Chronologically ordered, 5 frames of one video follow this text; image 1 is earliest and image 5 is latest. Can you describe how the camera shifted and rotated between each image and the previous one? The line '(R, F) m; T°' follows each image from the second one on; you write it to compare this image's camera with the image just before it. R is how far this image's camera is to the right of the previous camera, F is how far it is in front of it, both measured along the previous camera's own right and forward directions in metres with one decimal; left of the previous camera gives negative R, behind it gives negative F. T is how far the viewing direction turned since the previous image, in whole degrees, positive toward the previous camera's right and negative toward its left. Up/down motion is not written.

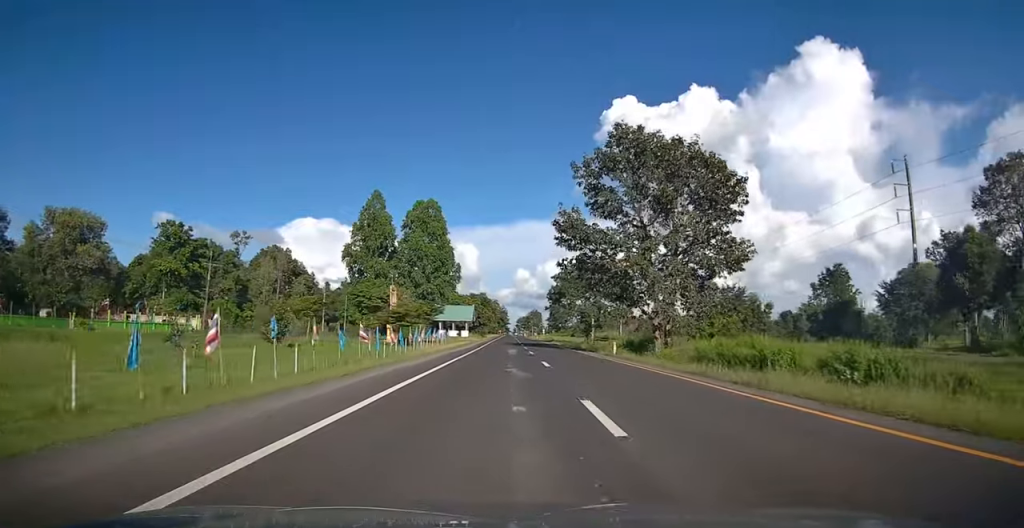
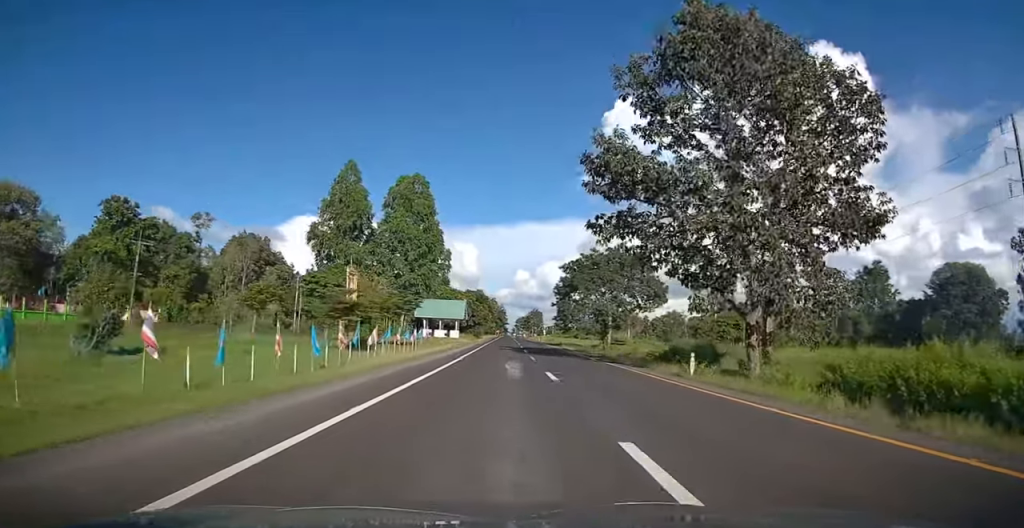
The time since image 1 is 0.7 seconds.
(+0.1, +15.3) m; 0°
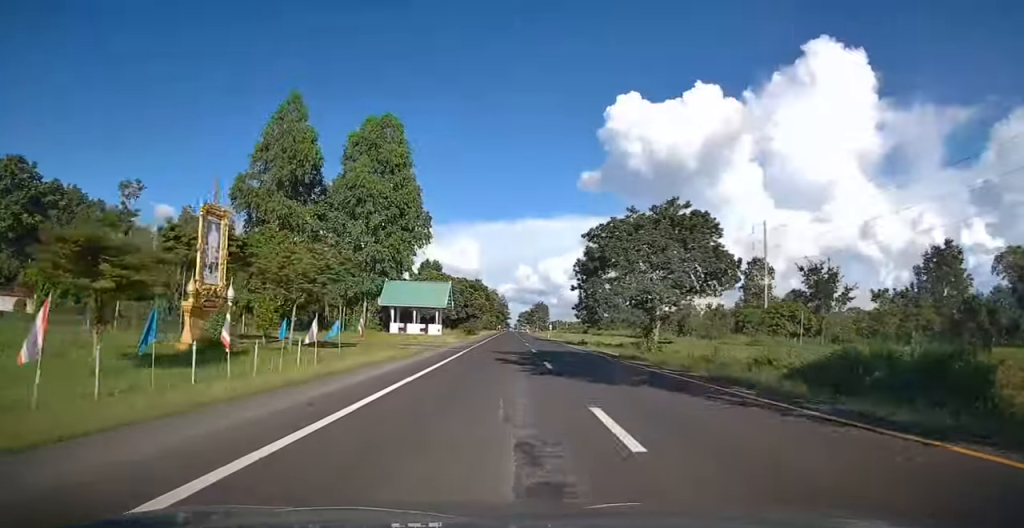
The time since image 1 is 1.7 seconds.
(+0.1, +21.5) m; 0°
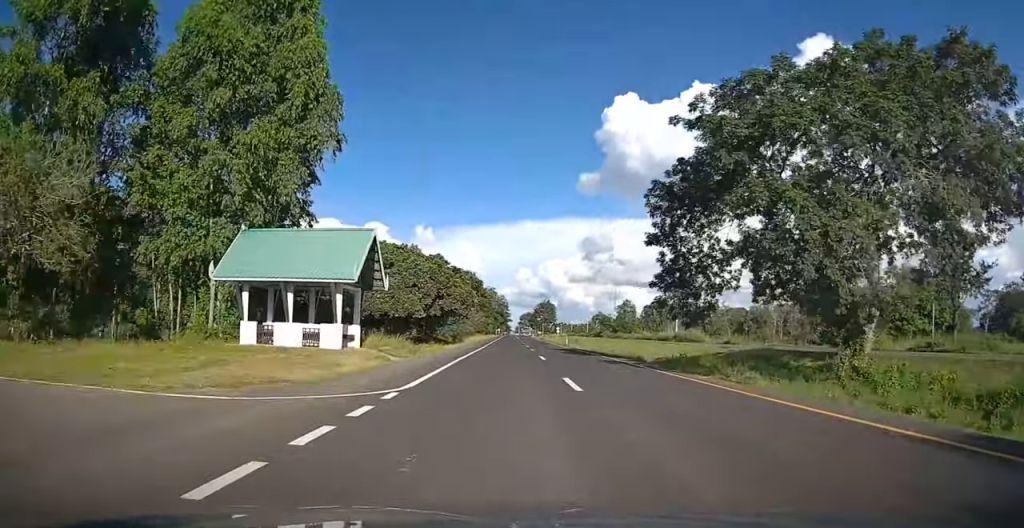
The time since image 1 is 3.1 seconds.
(-0.3, +30.1) m; -1°
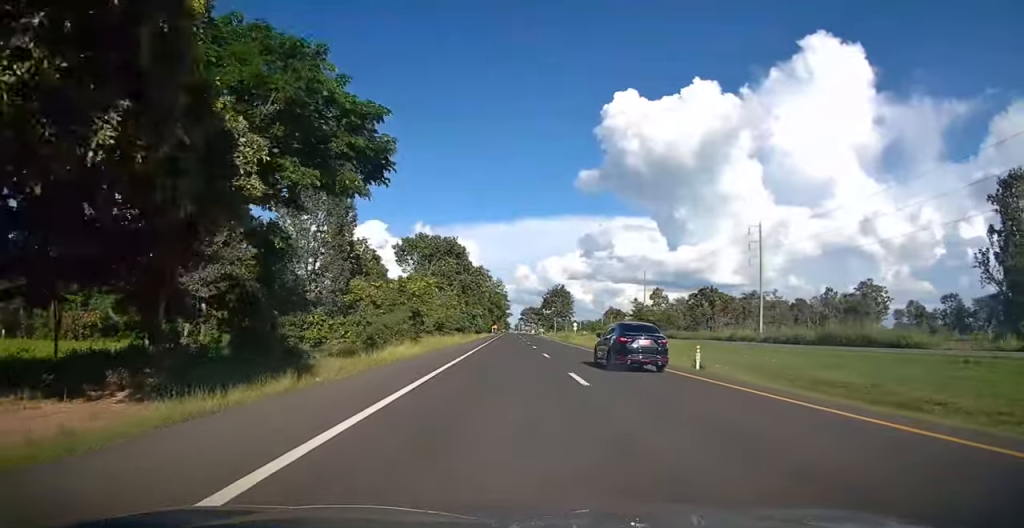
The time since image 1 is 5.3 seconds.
(-0.1, +47.3) m; 0°
